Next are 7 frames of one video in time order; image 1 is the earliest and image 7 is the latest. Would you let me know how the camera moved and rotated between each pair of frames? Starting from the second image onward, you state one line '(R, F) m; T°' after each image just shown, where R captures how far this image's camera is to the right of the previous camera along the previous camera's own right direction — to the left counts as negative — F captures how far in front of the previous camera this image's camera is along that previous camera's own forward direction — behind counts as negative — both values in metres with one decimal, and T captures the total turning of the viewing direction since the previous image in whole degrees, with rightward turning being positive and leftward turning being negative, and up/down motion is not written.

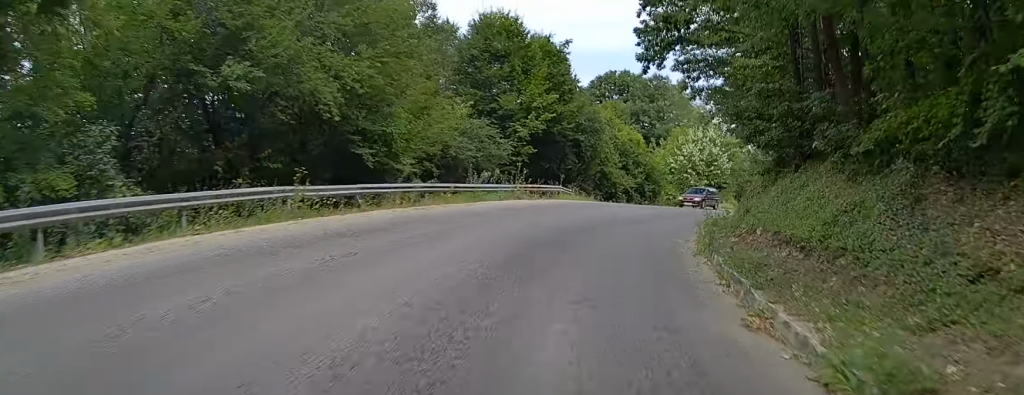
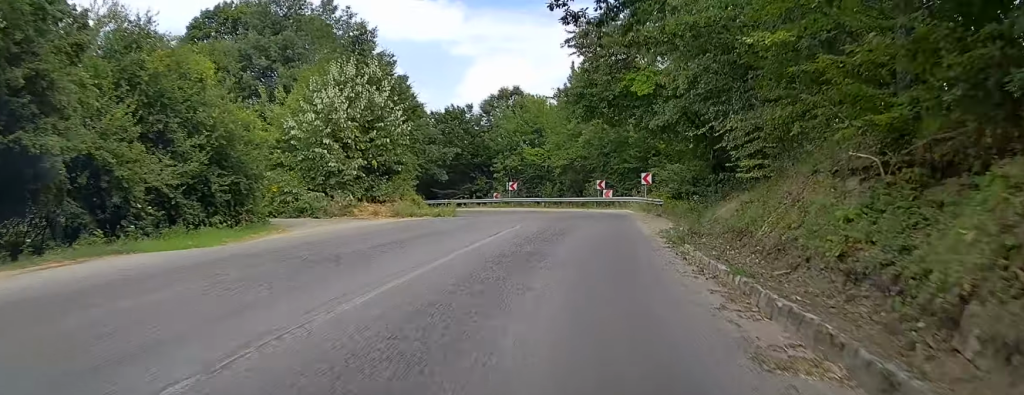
(+12.1, +32.9) m; +28°
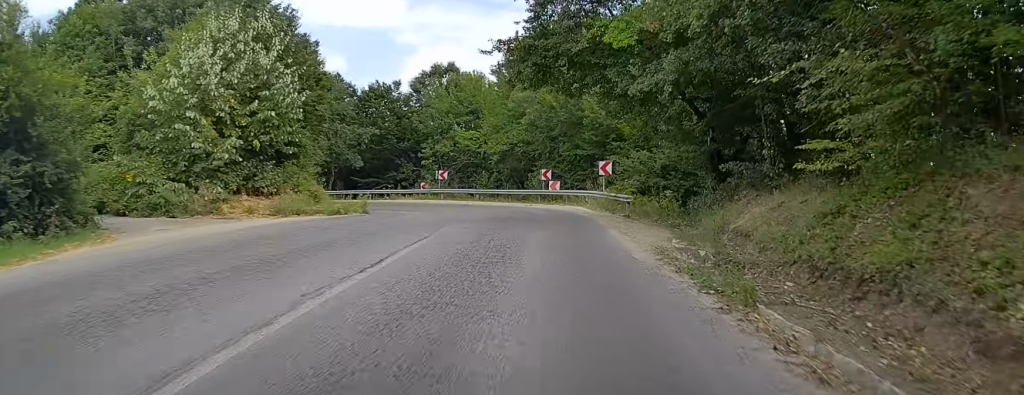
(+0.5, +8.4) m; +2°
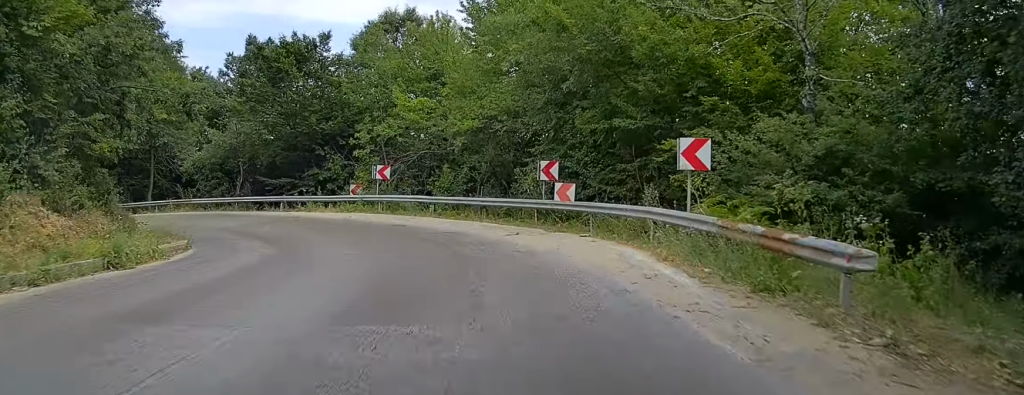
(-1.1, +19.8) m; -8°
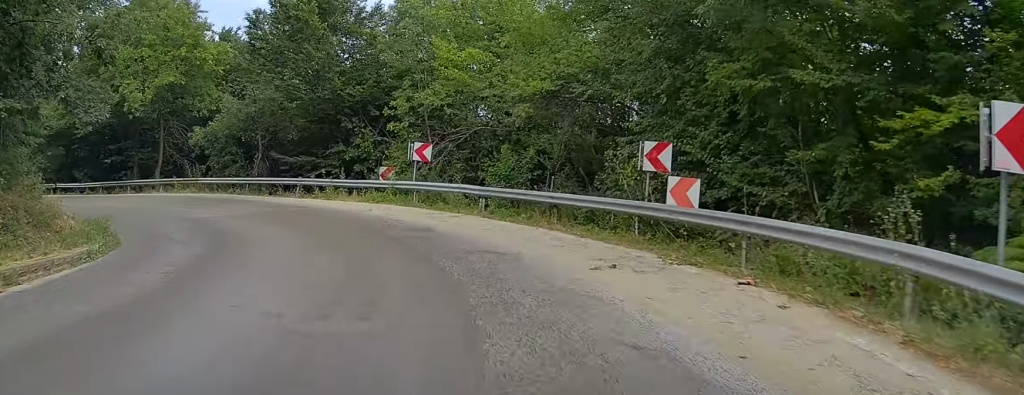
(-0.1, +8.3) m; -6°
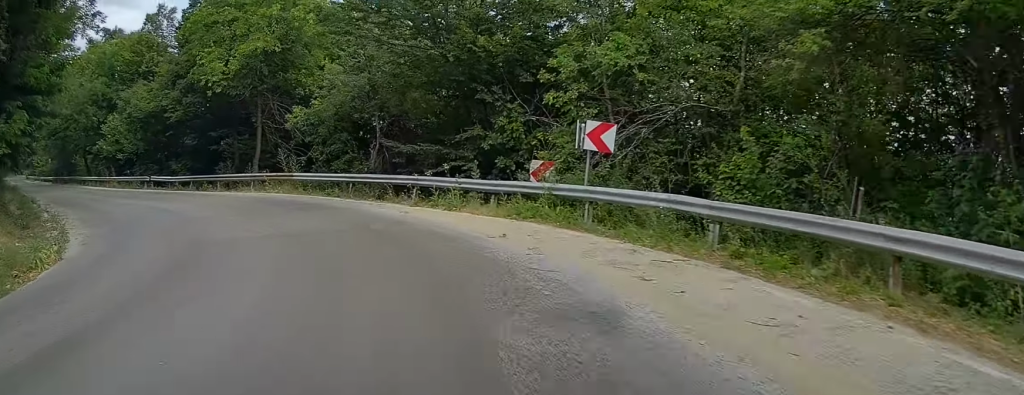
(-0.9, +10.0) m; -10°
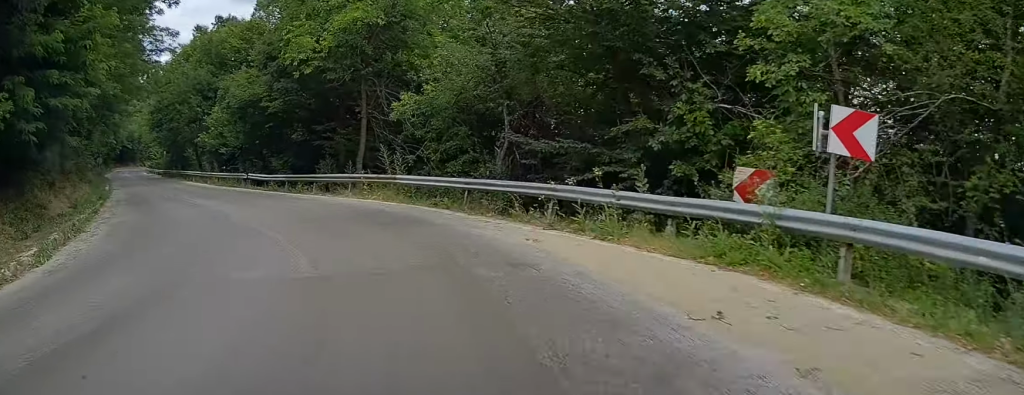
(-0.6, +5.8) m; -7°
